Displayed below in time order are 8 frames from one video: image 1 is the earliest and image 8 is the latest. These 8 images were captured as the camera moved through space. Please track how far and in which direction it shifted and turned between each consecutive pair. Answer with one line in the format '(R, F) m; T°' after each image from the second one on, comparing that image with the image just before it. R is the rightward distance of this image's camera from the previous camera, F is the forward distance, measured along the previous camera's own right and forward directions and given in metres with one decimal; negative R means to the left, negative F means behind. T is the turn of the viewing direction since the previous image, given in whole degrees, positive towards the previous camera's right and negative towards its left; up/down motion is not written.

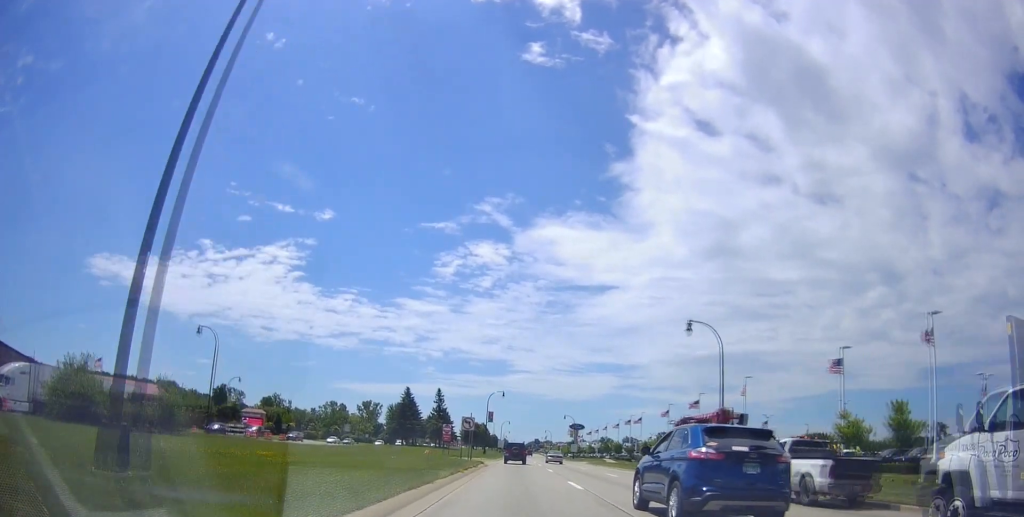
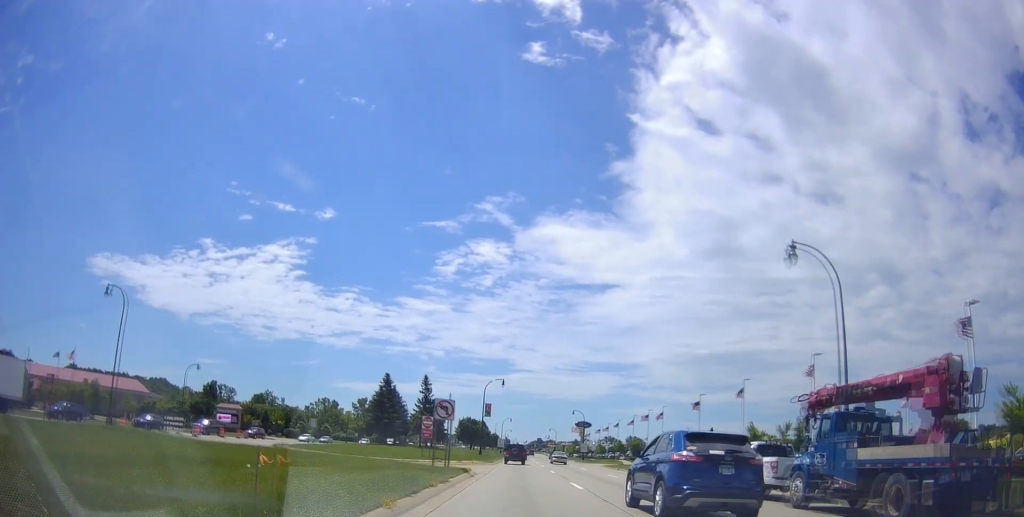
(+0.4, +14.2) m; +2°
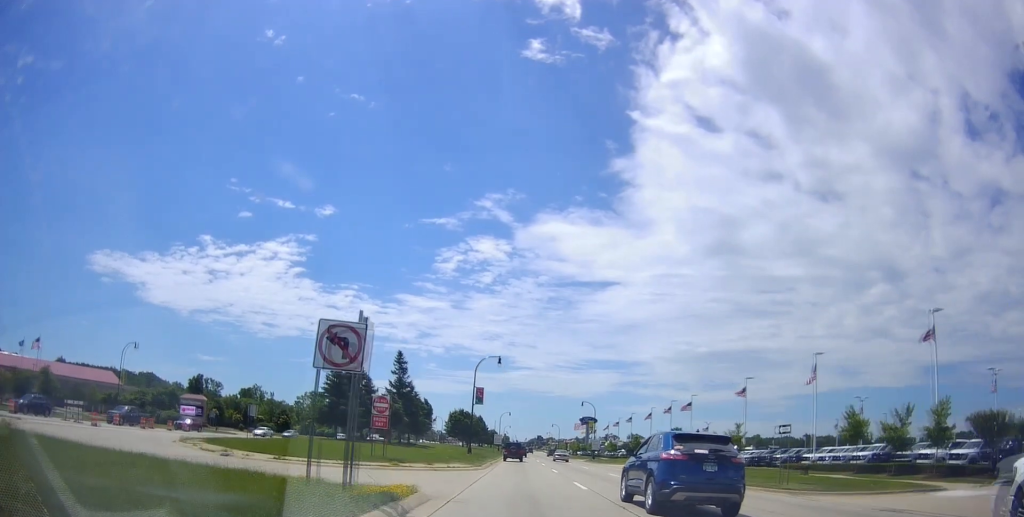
(0.0, +15.5) m; -1°
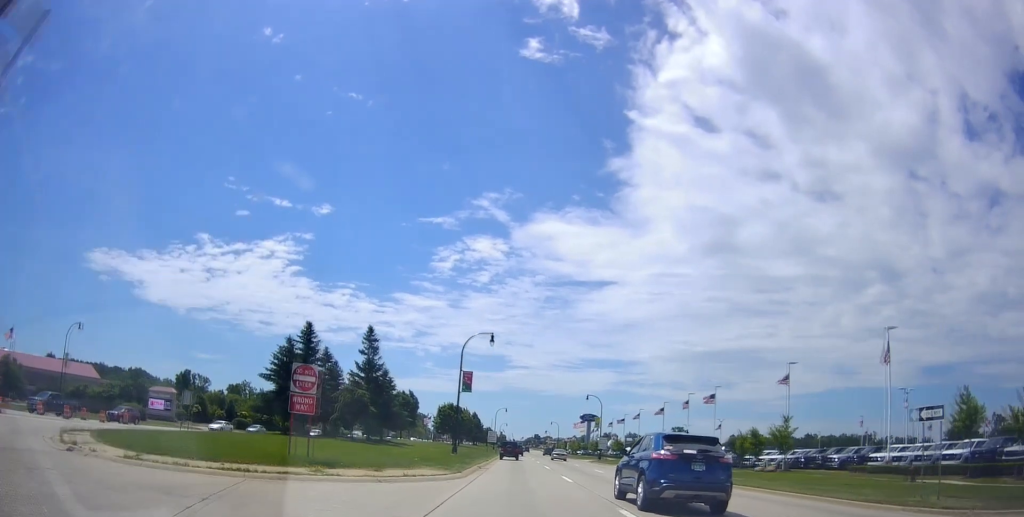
(+0.1, +10.5) m; -2°
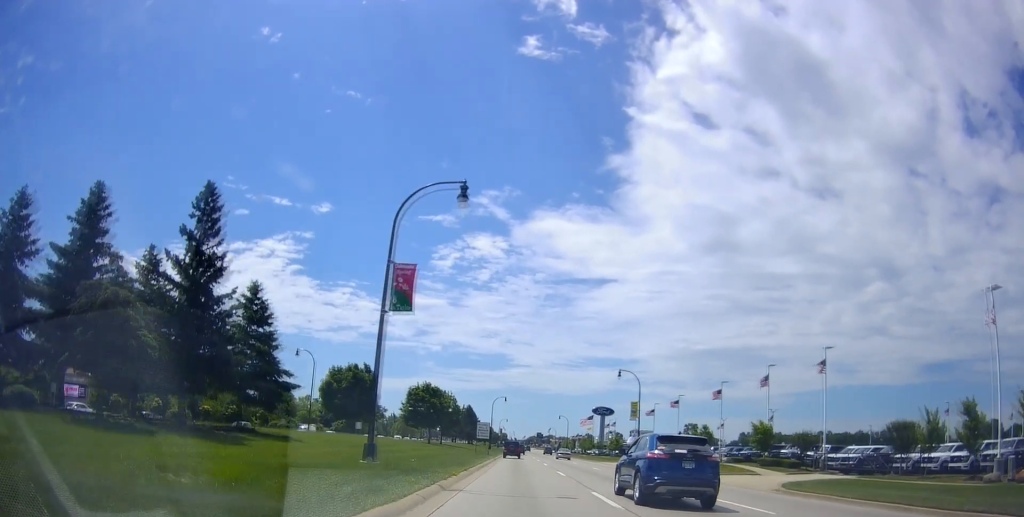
(-0.2, +25.5) m; +2°
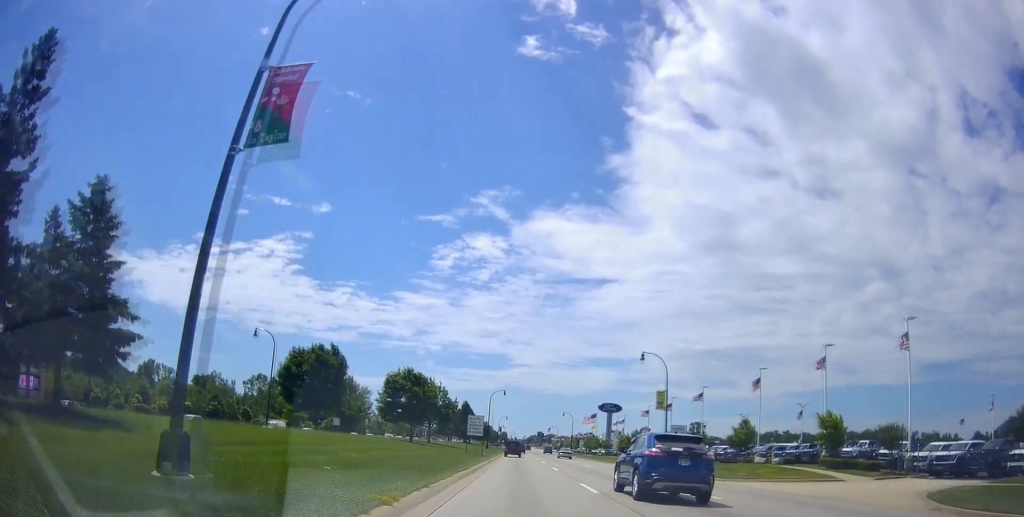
(+0.2, +11.0) m; +1°
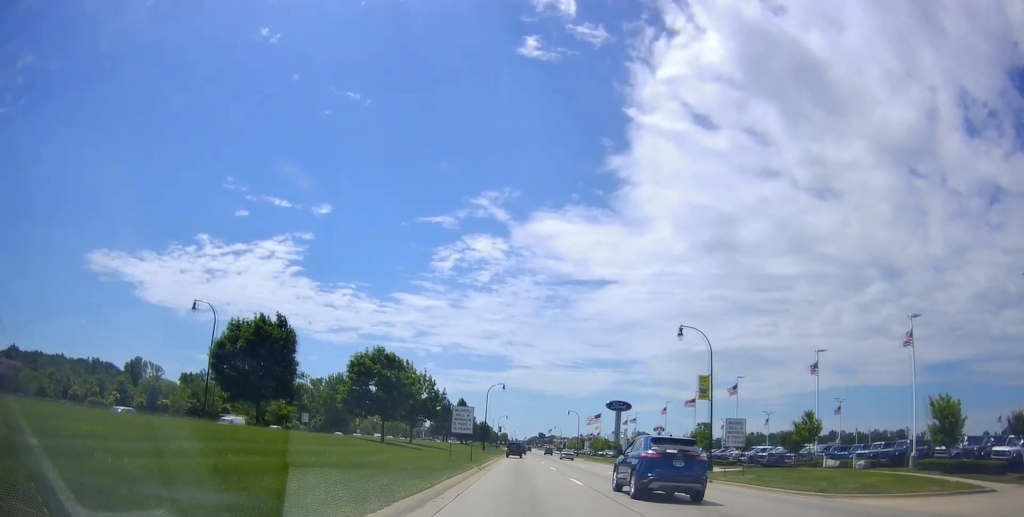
(+0.1, +11.6) m; -1°
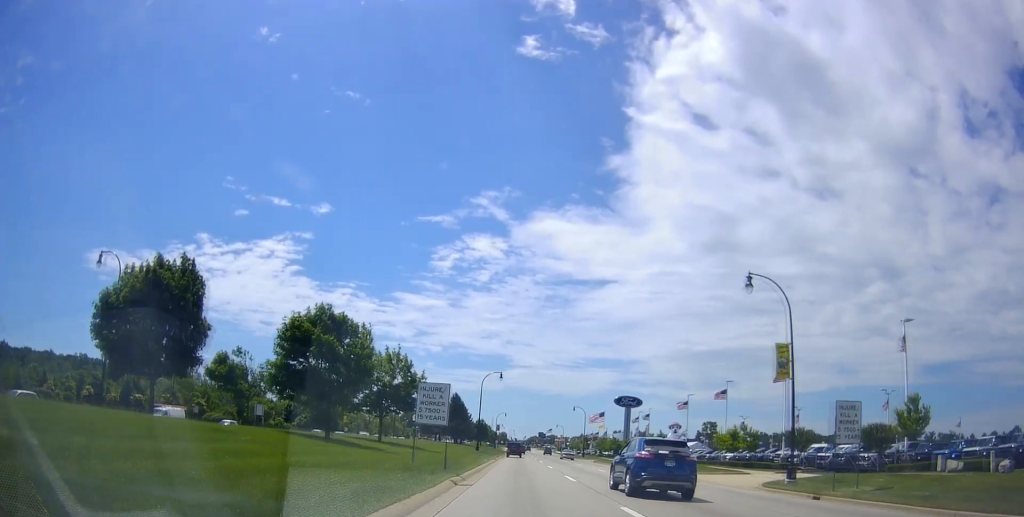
(-0.3, +12.1) m; 0°
